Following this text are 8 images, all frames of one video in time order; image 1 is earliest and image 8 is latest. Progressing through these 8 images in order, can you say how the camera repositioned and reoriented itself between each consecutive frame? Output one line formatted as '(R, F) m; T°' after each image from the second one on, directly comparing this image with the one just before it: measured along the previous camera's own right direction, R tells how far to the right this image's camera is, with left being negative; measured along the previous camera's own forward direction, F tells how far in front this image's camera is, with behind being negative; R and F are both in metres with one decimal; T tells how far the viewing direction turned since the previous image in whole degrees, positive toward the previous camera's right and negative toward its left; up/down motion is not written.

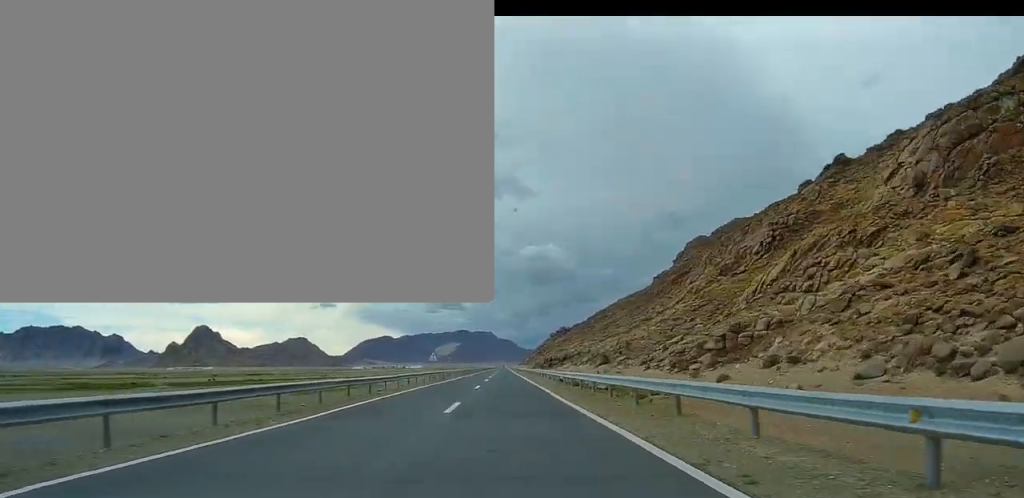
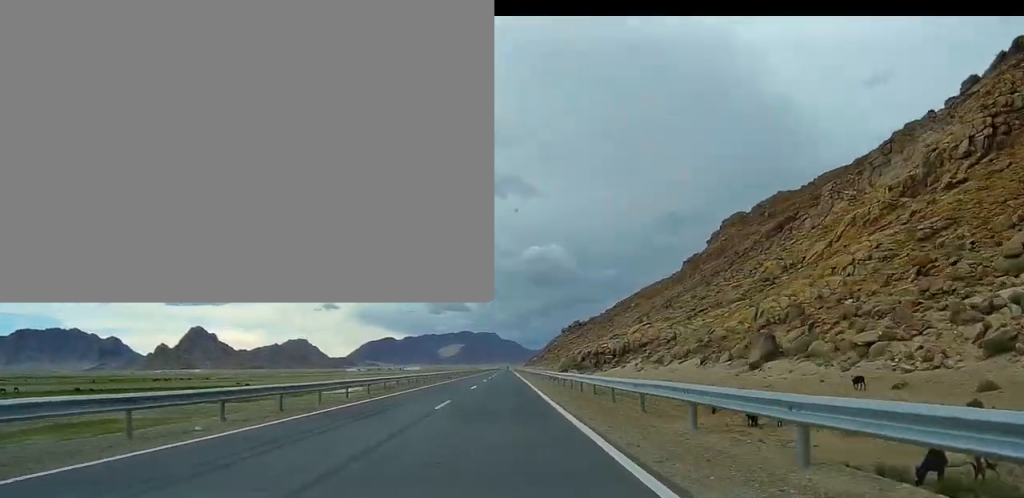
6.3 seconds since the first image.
(+0.9, +112.5) m; 0°
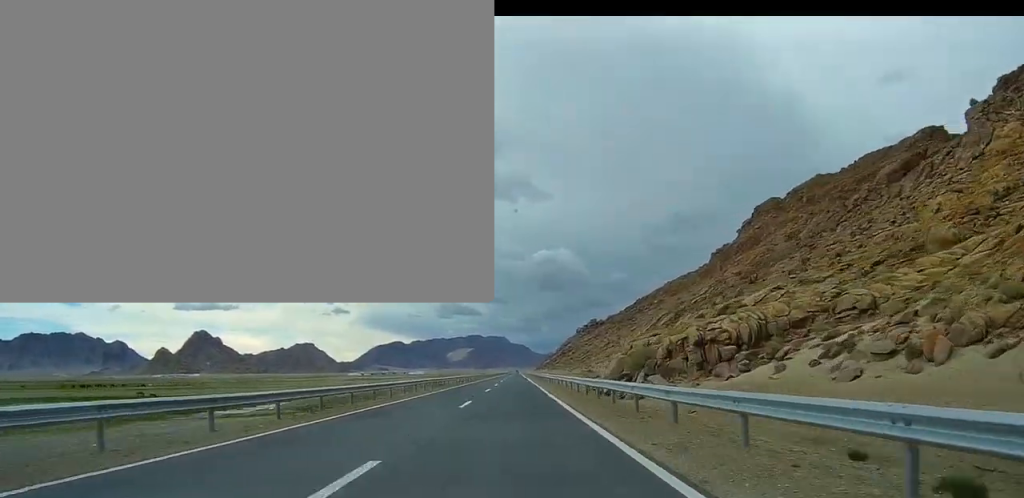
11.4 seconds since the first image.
(-0.4, +95.3) m; 0°
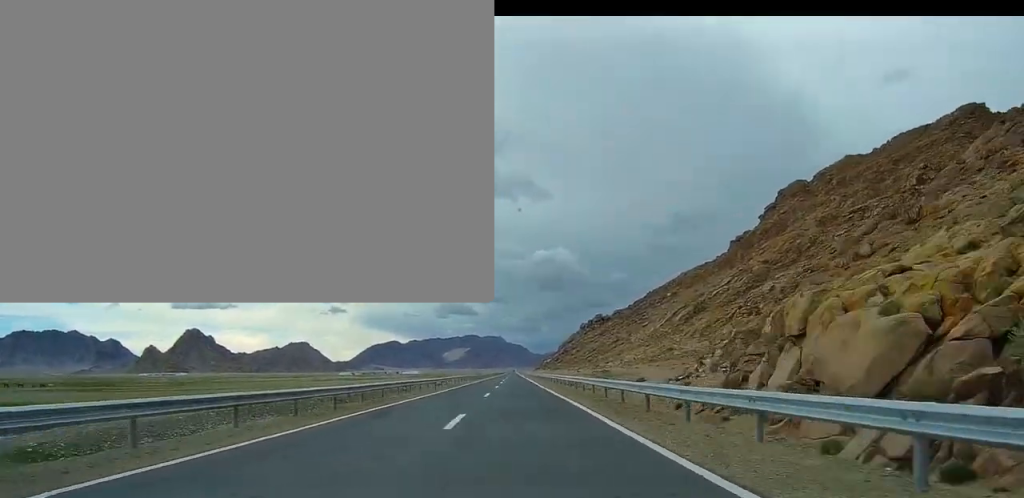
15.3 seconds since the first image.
(-0.2, +76.1) m; 0°
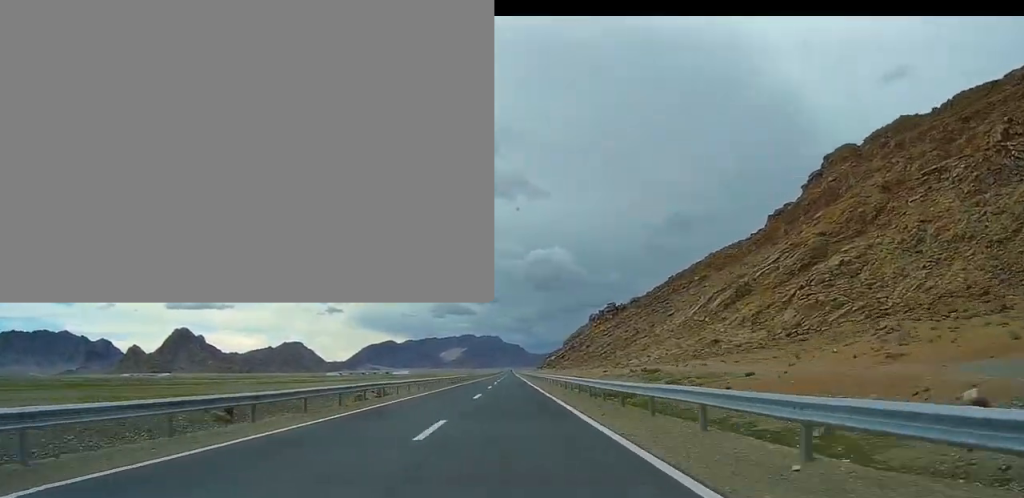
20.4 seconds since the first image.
(+0.2, +109.4) m; 0°
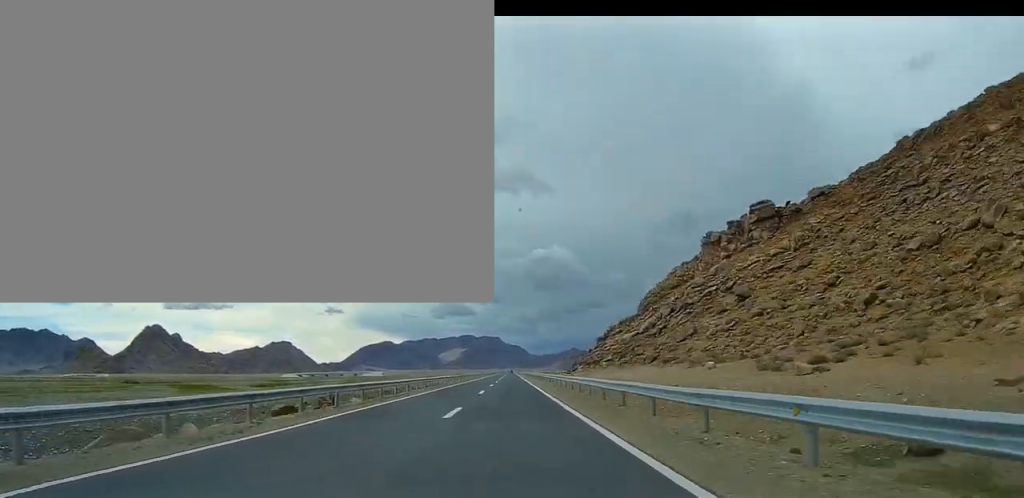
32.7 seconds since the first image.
(+0.4, +294.2) m; 0°
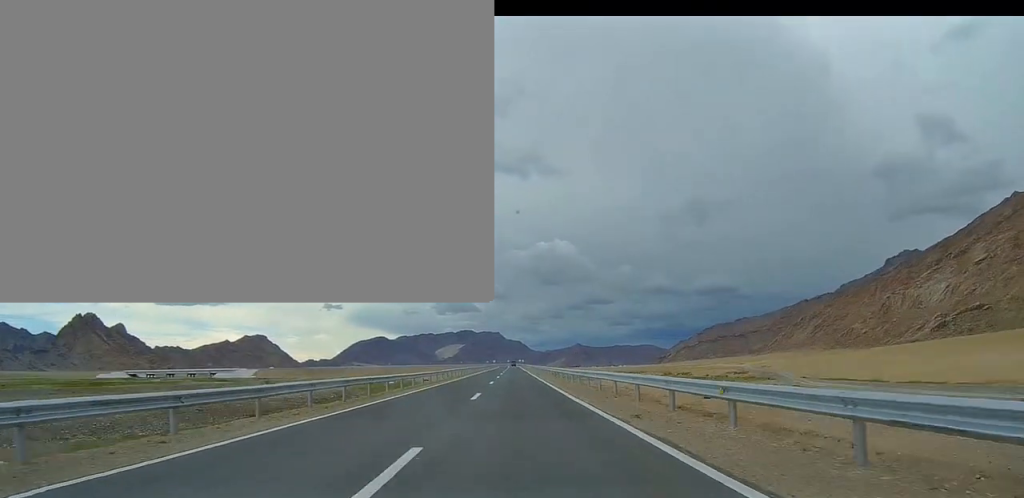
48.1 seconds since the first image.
(-0.3, +386.9) m; -2°
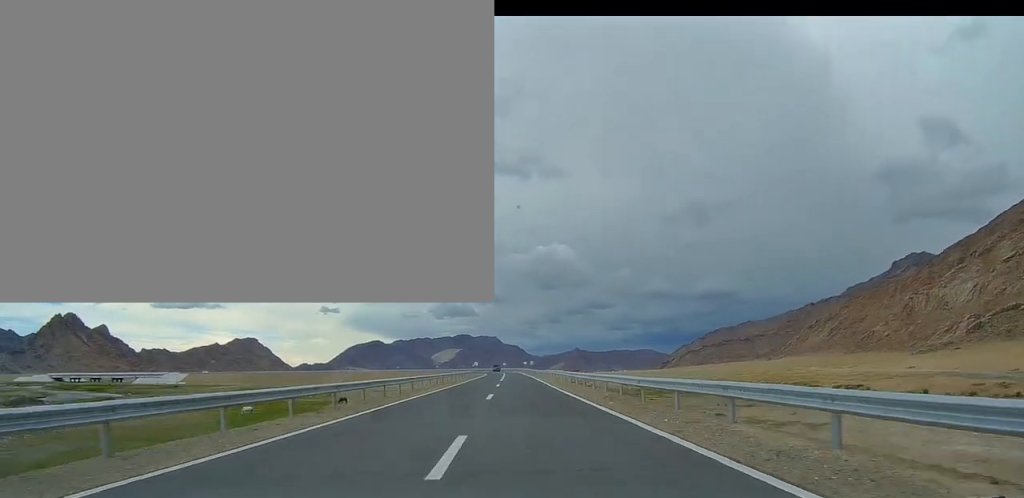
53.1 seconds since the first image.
(+3.4, +111.4) m; -5°
